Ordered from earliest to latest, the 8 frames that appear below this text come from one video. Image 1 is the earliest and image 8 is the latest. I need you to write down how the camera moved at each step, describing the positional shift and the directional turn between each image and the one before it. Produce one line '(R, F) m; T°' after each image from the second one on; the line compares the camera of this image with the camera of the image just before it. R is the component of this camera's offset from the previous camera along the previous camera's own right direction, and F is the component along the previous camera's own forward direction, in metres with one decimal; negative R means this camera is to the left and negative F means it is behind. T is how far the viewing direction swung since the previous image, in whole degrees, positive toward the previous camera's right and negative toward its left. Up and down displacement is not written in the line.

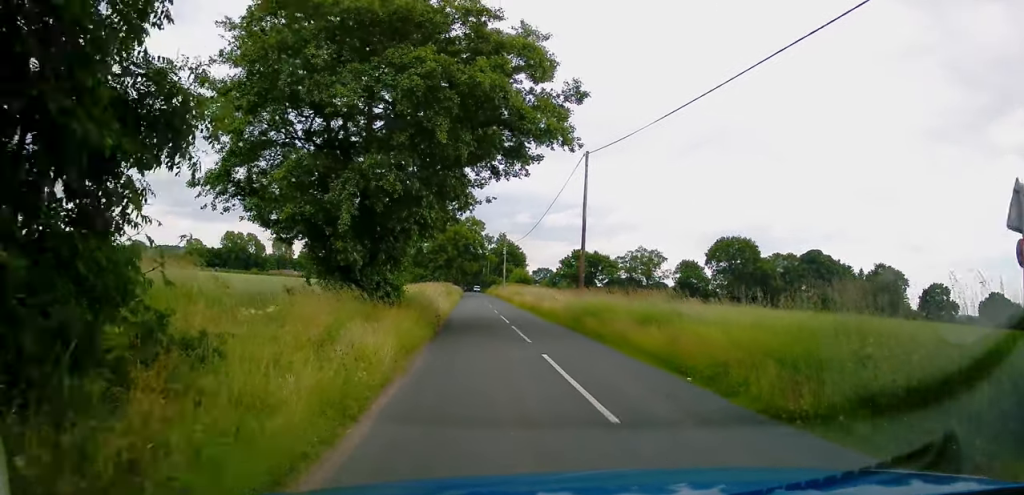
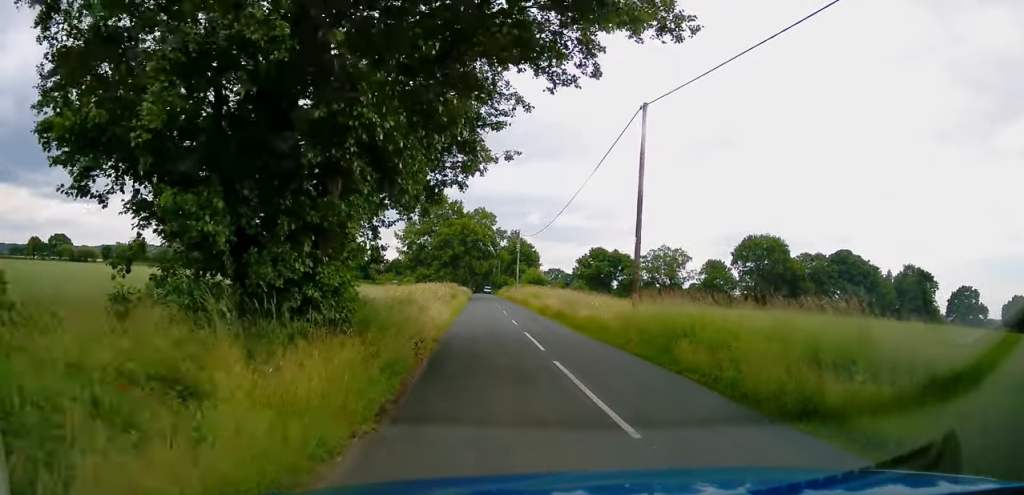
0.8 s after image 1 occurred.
(-0.2, +9.4) m; -1°
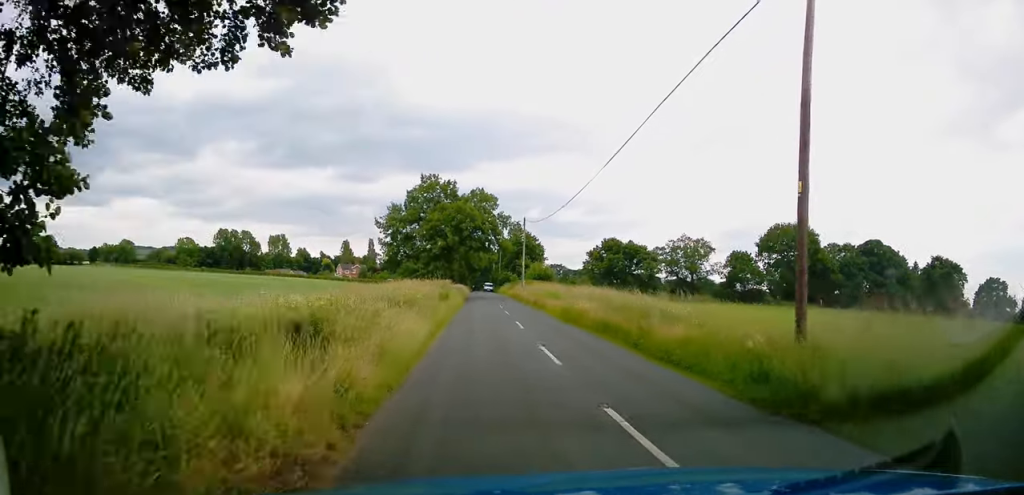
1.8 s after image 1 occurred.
(-0.1, +12.0) m; 0°
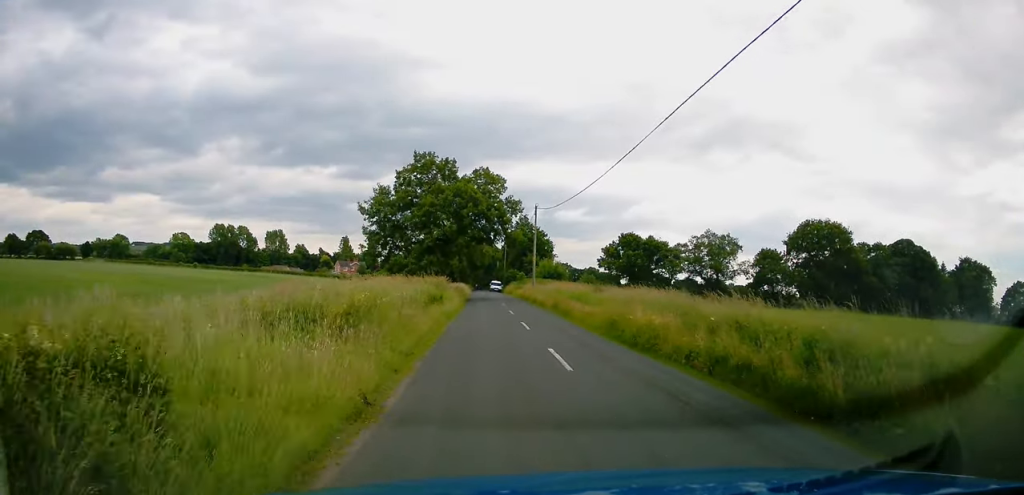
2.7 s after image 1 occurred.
(+0.1, +10.0) m; 0°
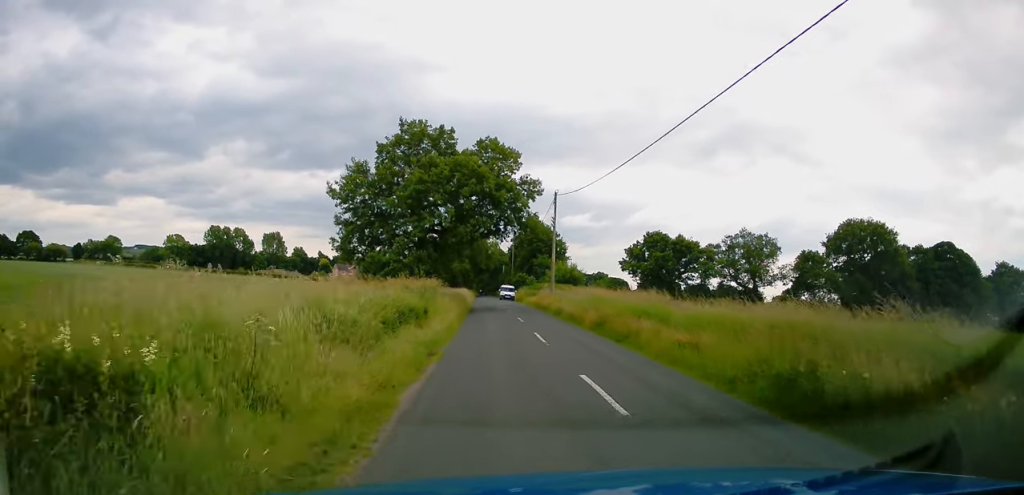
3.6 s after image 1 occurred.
(0.0, +11.8) m; 0°
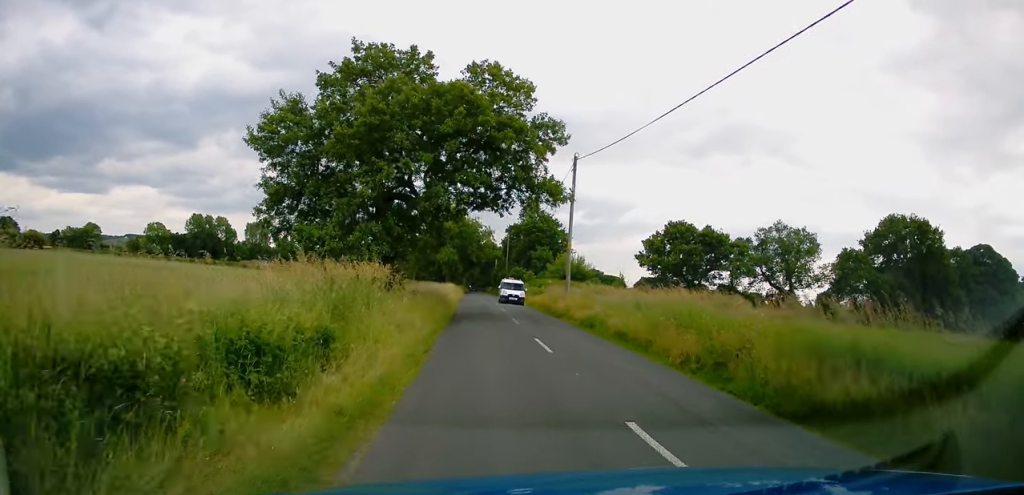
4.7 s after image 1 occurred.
(0.0, +12.9) m; 0°
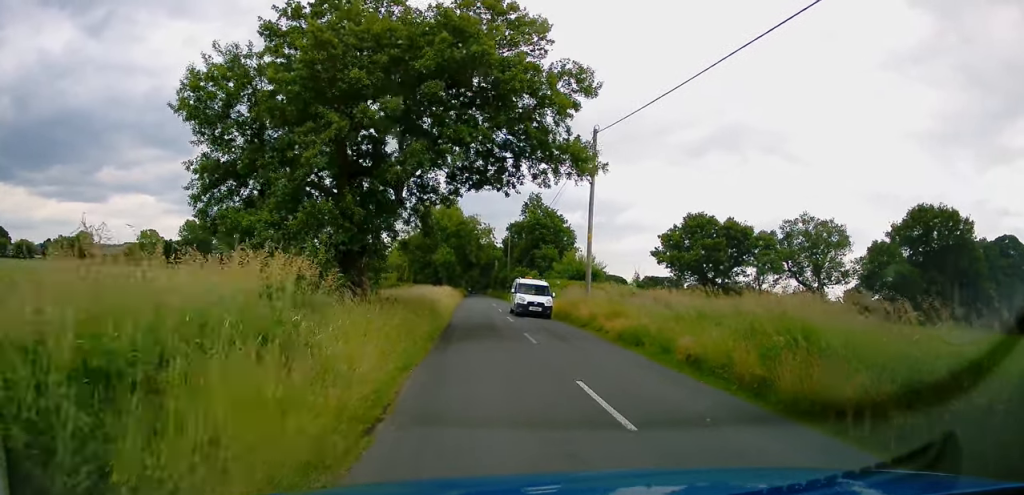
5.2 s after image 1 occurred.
(0.0, +6.6) m; 0°
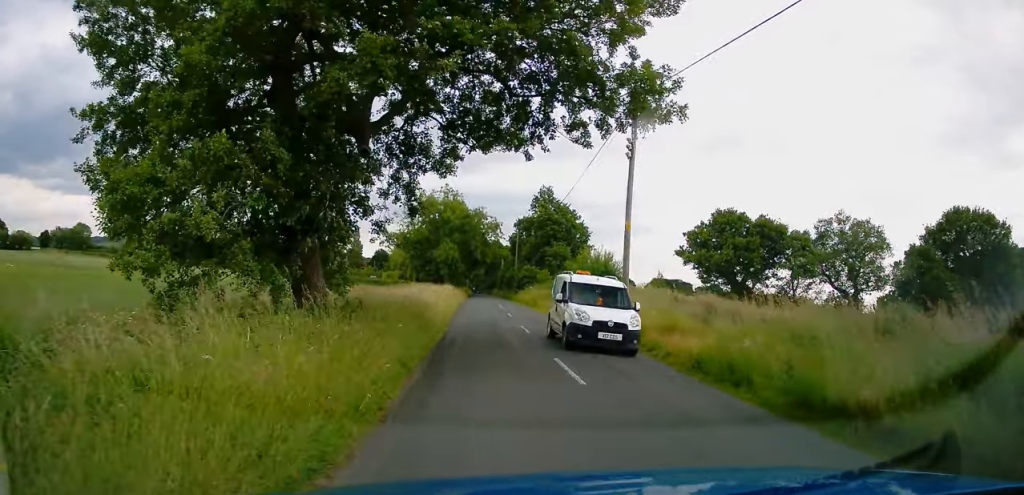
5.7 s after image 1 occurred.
(0.0, +6.0) m; 0°
